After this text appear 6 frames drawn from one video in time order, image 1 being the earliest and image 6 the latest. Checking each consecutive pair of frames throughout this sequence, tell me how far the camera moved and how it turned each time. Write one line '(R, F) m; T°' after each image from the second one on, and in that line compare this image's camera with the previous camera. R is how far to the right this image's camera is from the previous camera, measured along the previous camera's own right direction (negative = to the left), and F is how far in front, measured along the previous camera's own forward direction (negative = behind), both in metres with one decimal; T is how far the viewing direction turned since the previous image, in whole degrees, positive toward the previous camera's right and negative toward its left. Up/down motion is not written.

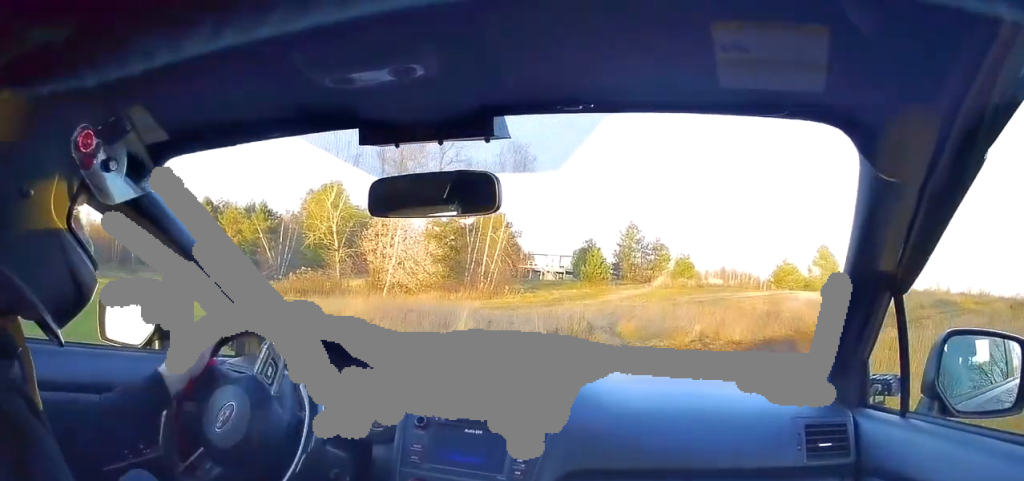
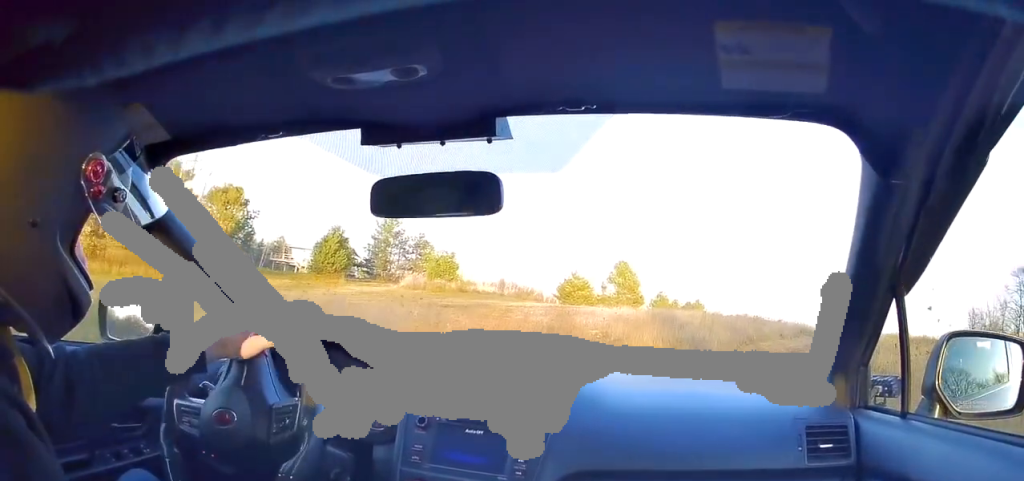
(+0.7, +10.8) m; +7°
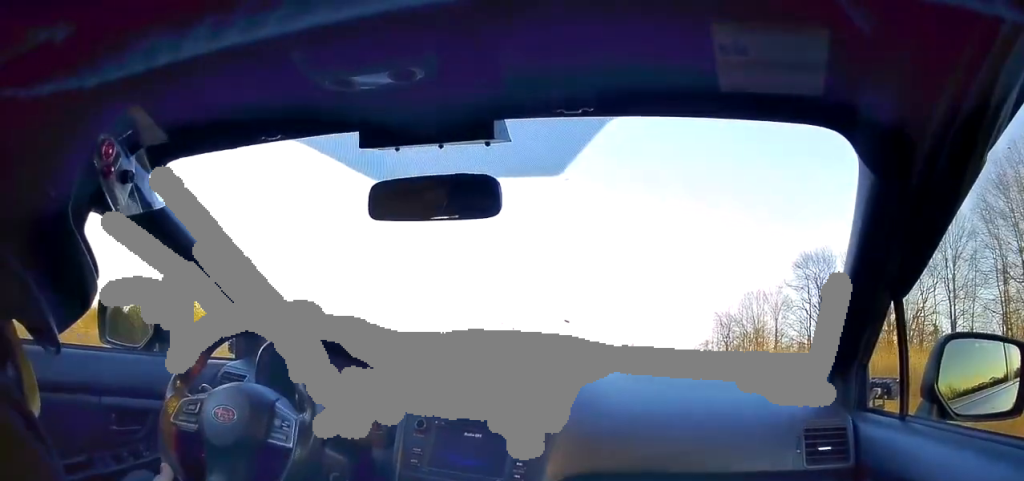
(+4.1, +27.9) m; +18°
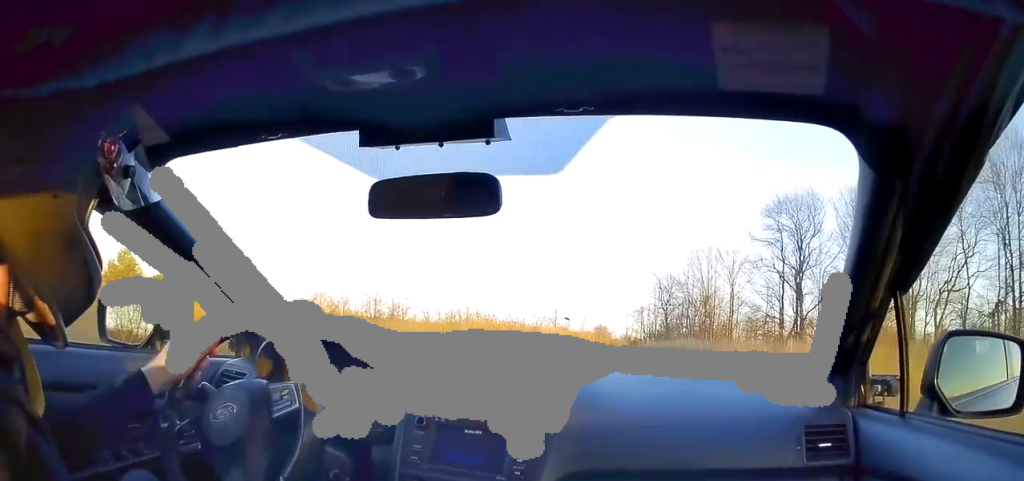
(+1.8, +24.3) m; +6°
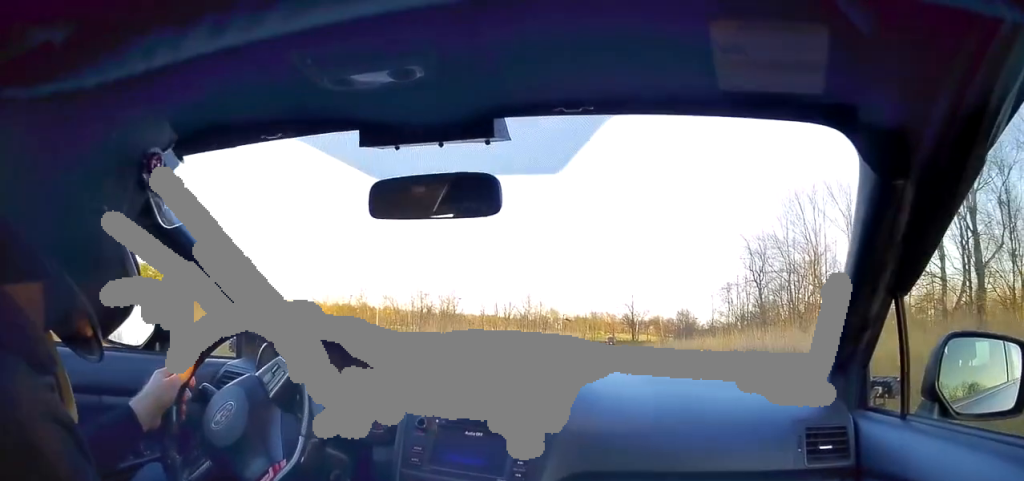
(+1.4, +27.3) m; 0°
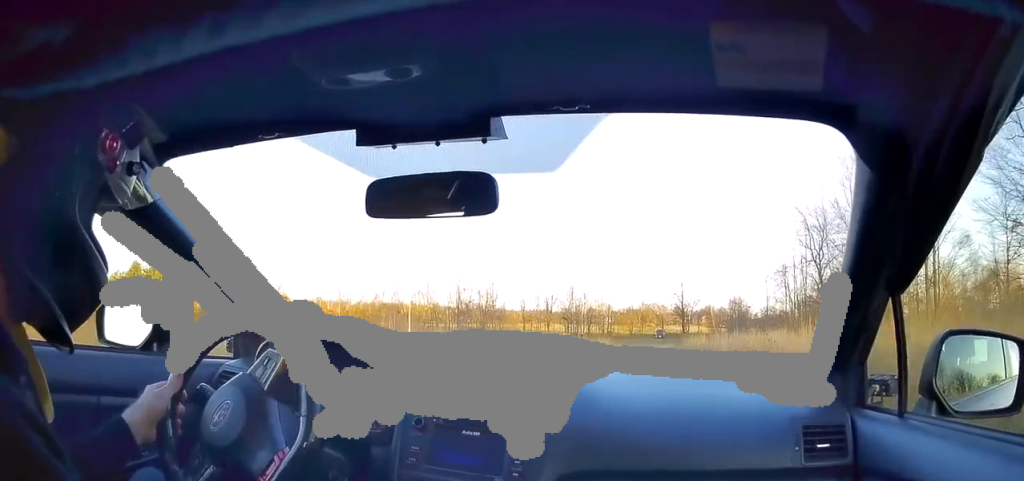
(-0.3, +9.6) m; -3°
